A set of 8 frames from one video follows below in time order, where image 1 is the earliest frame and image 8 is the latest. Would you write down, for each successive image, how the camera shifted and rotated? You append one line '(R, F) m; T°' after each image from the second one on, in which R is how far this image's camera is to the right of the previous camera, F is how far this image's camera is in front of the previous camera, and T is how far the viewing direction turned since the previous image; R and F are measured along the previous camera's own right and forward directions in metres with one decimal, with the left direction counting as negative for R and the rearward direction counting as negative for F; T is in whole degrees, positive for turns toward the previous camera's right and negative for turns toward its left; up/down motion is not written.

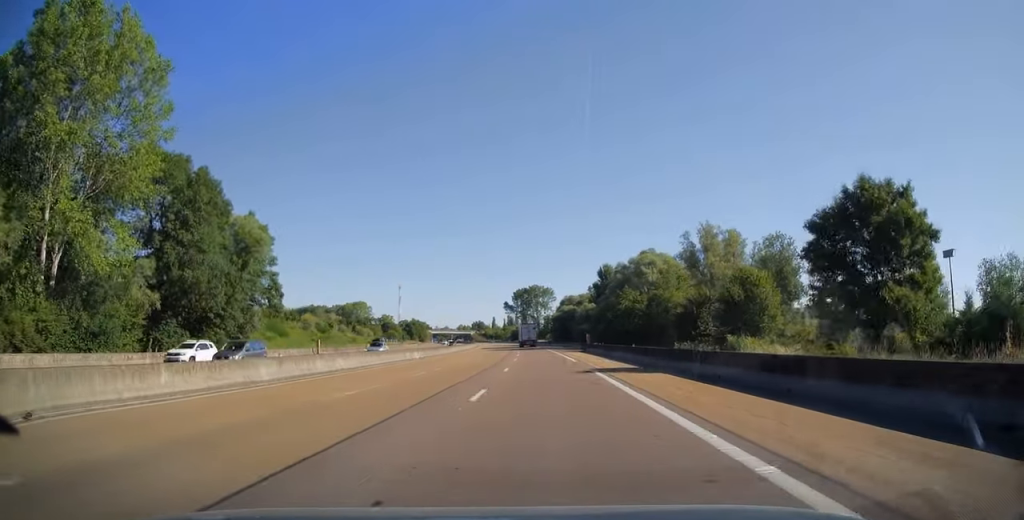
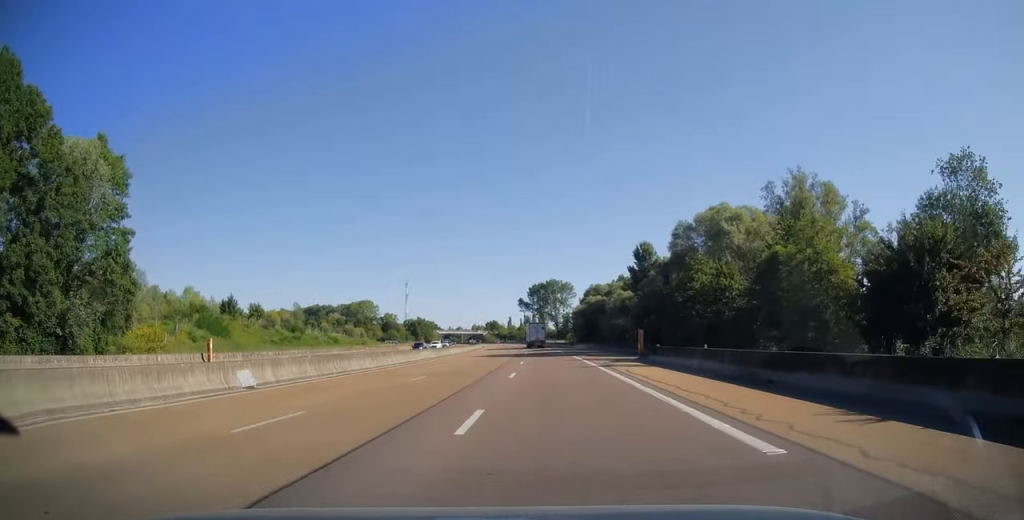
(-0.5, +30.9) m; -2°
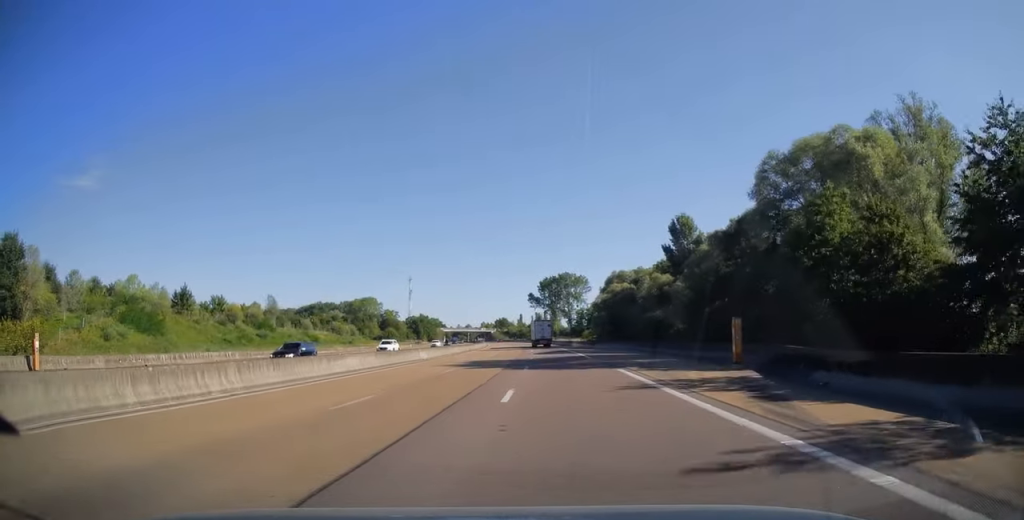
(-0.2, +21.8) m; -1°
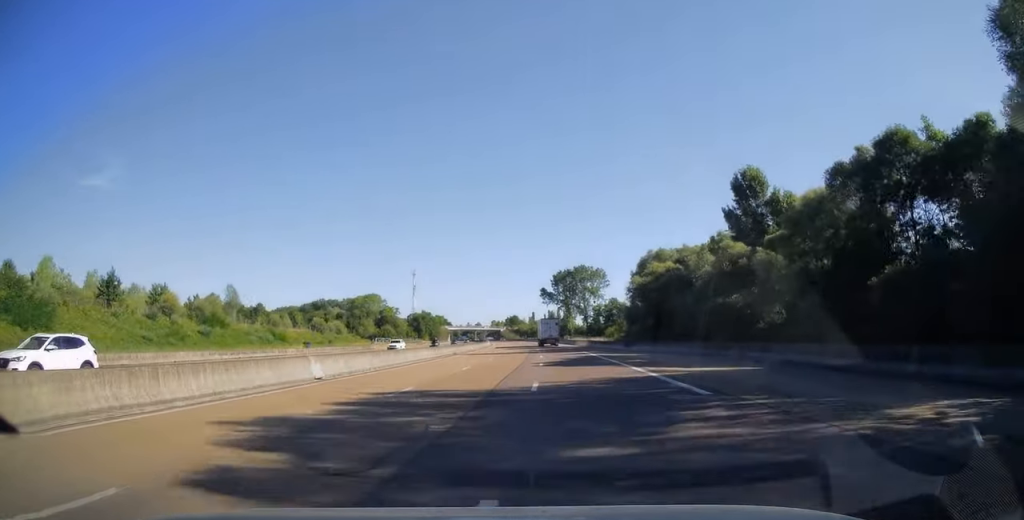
(-0.2, +23.9) m; -1°
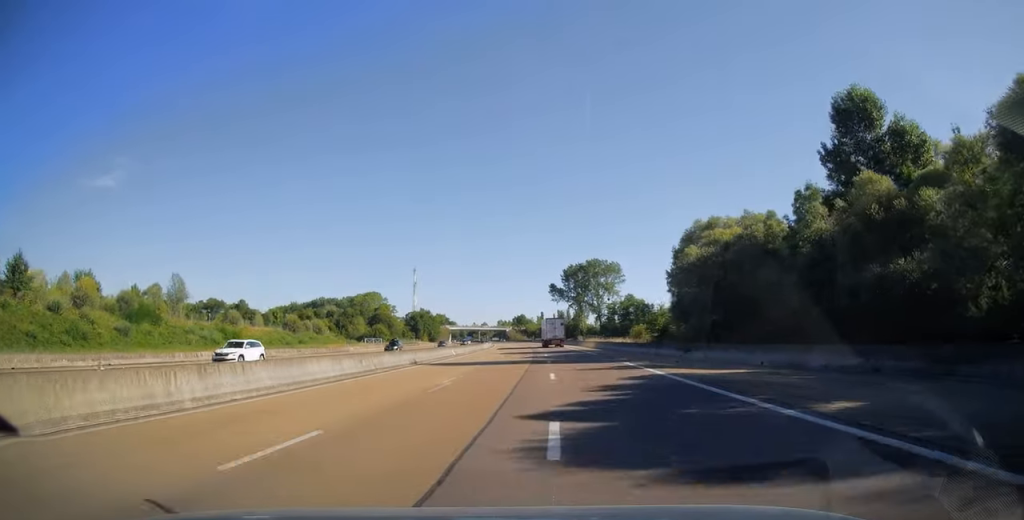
(-0.2, +21.4) m; -1°
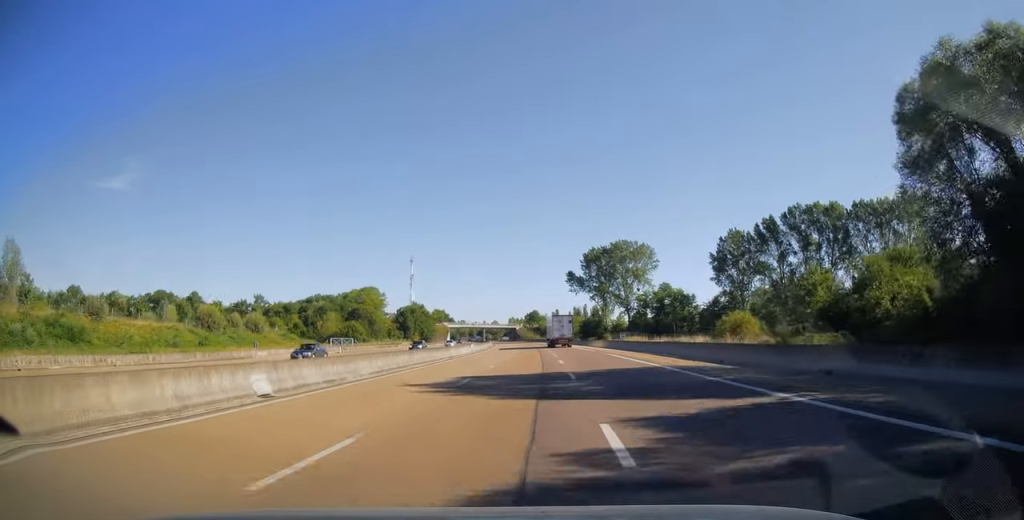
(-0.4, +39.6) m; -1°
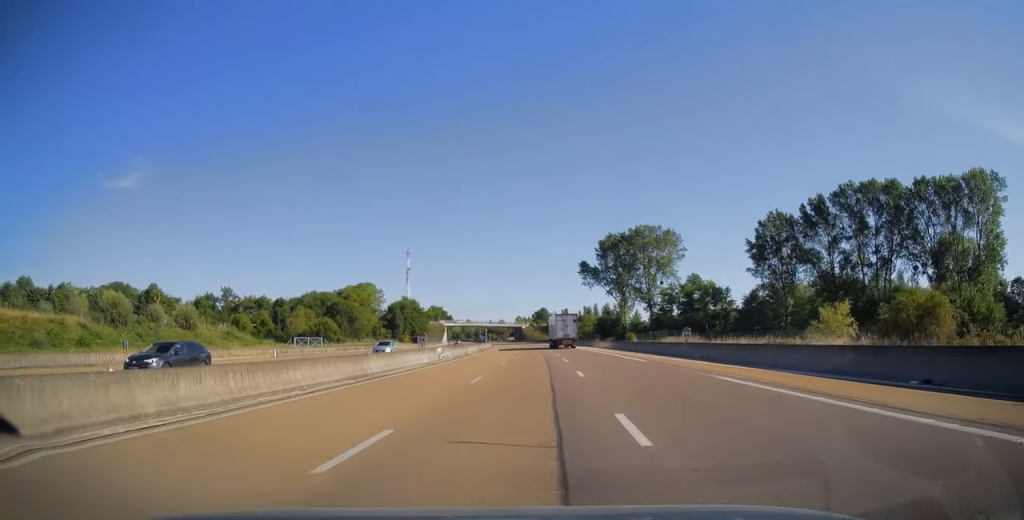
(-0.3, +24.9) m; -1°
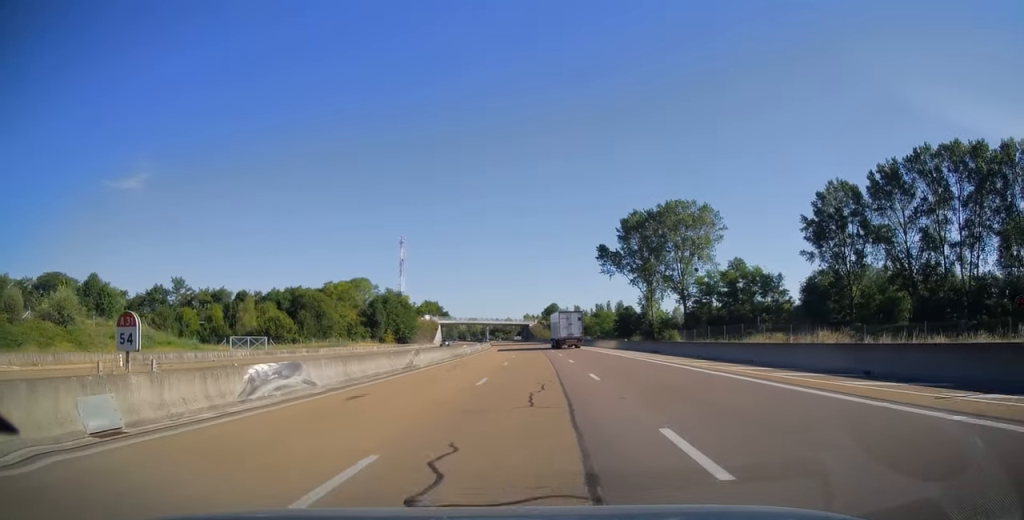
(-0.2, +28.1) m; -1°
